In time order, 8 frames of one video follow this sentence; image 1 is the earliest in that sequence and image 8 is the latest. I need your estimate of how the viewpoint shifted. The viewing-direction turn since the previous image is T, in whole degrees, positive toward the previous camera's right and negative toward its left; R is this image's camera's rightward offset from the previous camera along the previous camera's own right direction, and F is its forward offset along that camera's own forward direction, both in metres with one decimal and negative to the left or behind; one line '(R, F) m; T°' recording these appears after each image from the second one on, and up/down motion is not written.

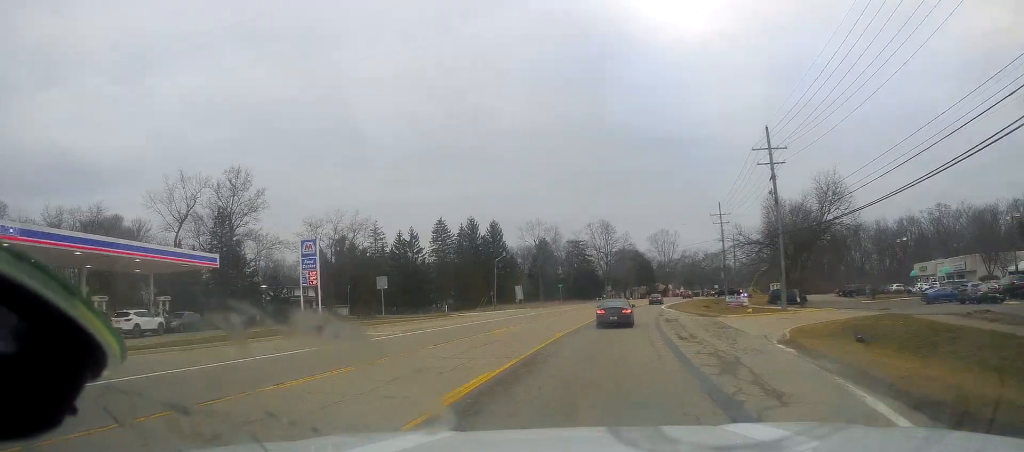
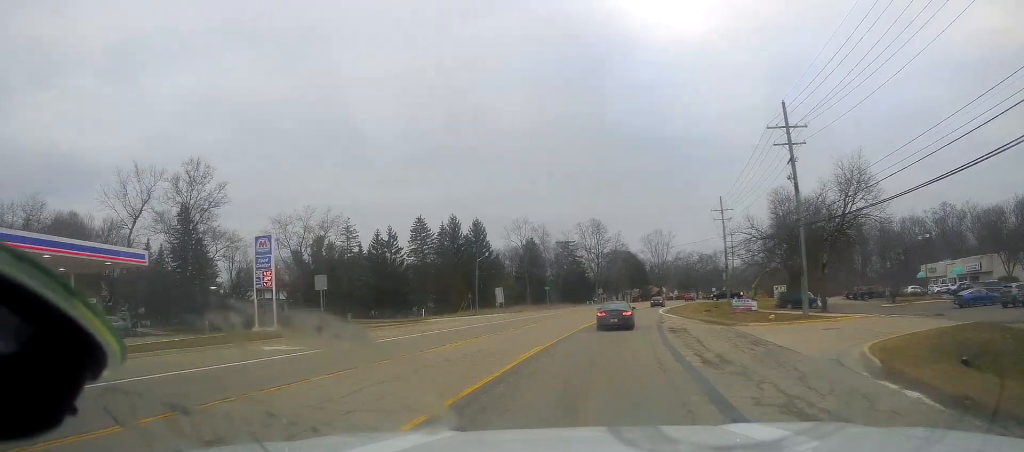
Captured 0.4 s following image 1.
(+0.1, +7.5) m; +1°
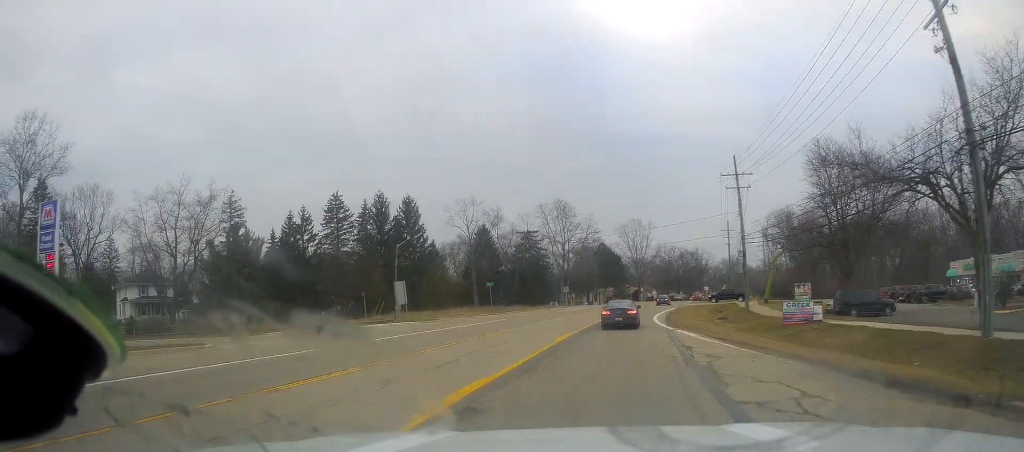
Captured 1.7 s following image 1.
(+0.6, +23.7) m; +3°
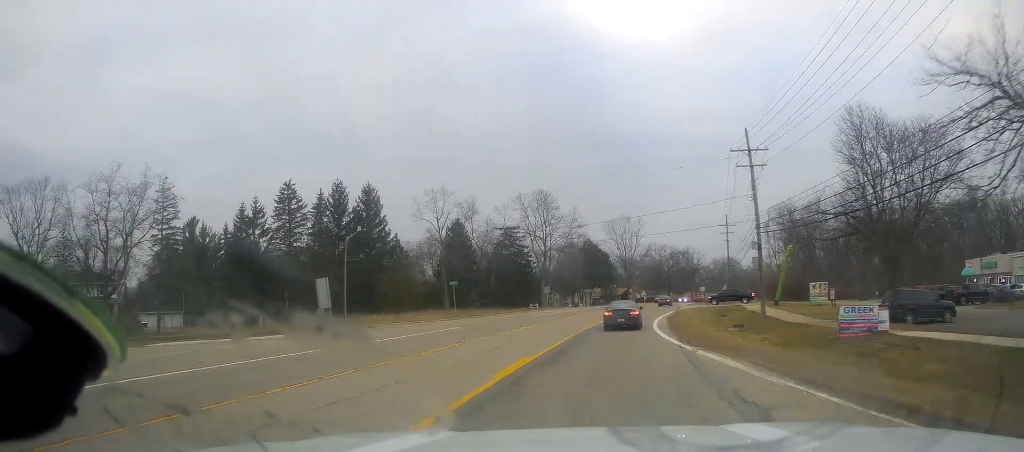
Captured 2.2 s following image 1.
(+0.1, +10.0) m; +1°
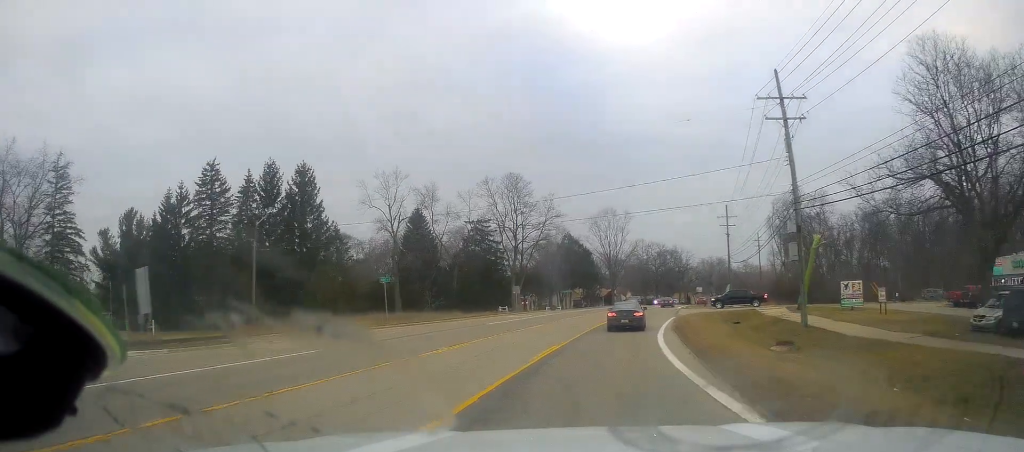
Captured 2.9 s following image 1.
(+0.1, +13.0) m; +2°
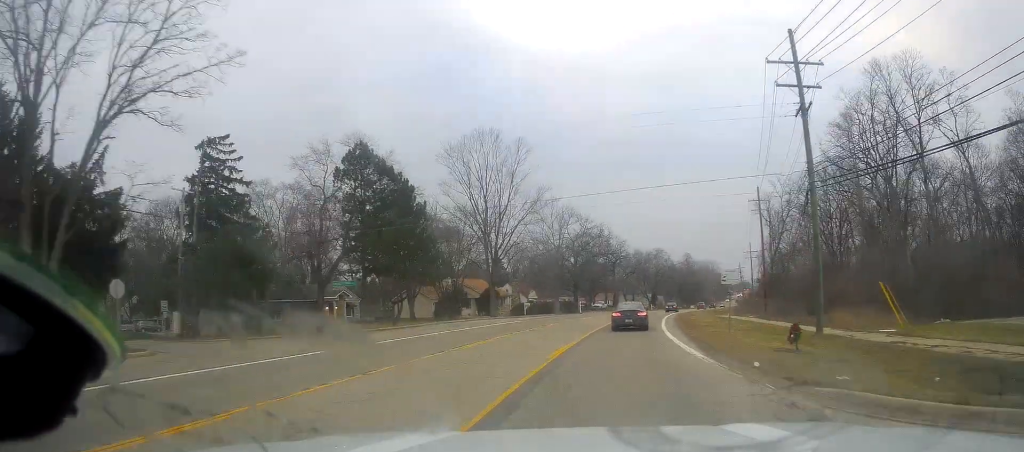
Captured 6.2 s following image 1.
(+5.2, +59.8) m; +9°
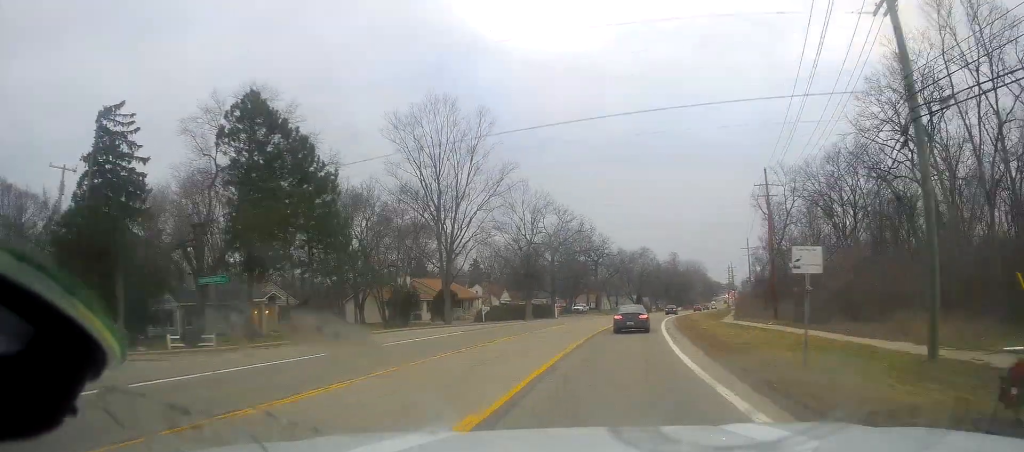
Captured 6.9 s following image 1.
(+0.6, +12.0) m; +2°
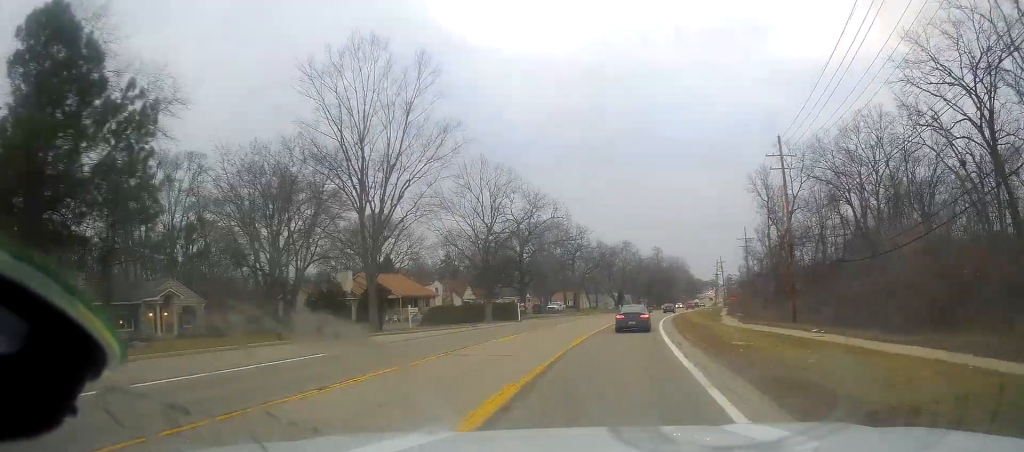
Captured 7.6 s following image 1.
(+0.2, +13.2) m; +2°
